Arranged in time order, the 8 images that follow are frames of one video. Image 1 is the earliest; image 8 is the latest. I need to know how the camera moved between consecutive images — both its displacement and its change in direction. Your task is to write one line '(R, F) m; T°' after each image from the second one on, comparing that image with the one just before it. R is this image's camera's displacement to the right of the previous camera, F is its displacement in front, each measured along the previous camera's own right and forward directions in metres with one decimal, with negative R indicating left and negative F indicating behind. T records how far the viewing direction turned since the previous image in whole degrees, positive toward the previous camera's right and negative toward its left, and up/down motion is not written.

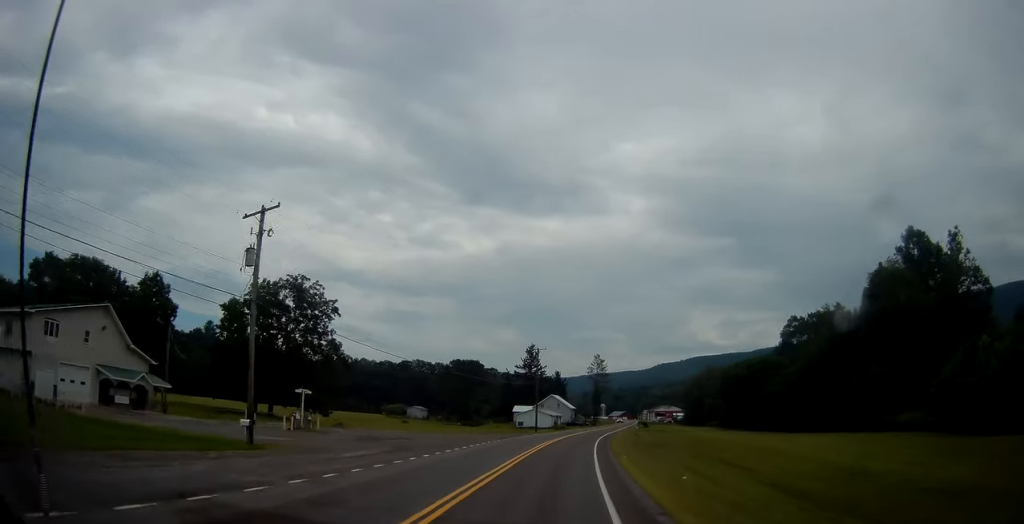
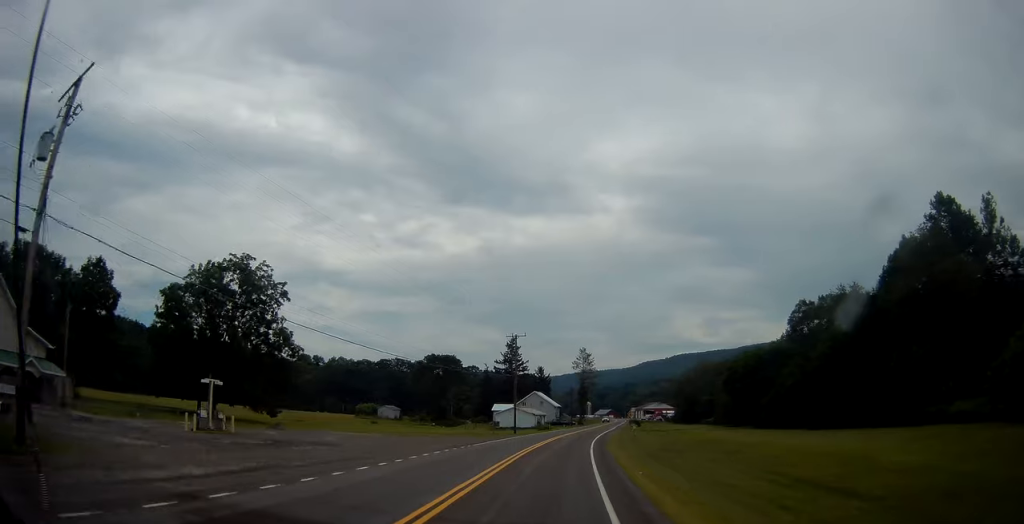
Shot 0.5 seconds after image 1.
(-0.1, +12.2) m; +2°
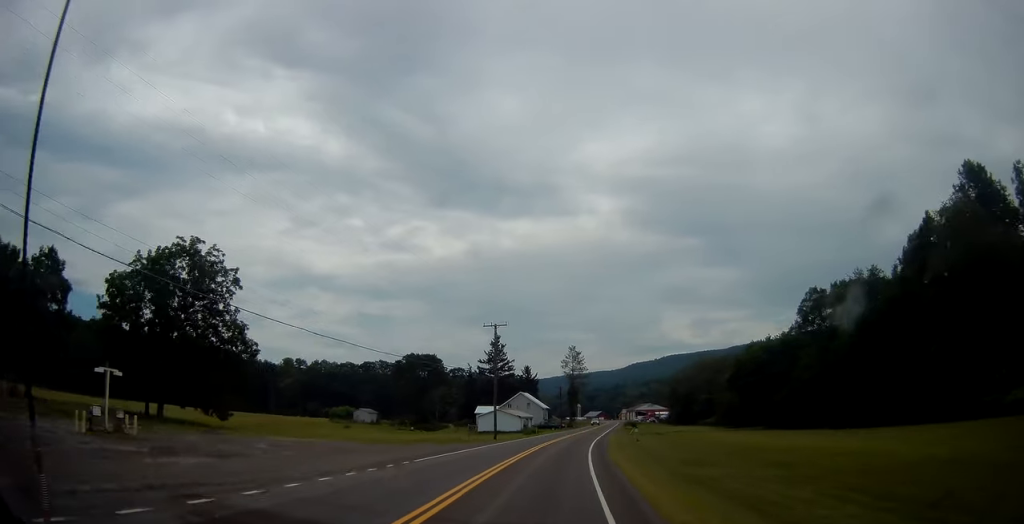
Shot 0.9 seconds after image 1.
(+0.3, +9.7) m; +1°
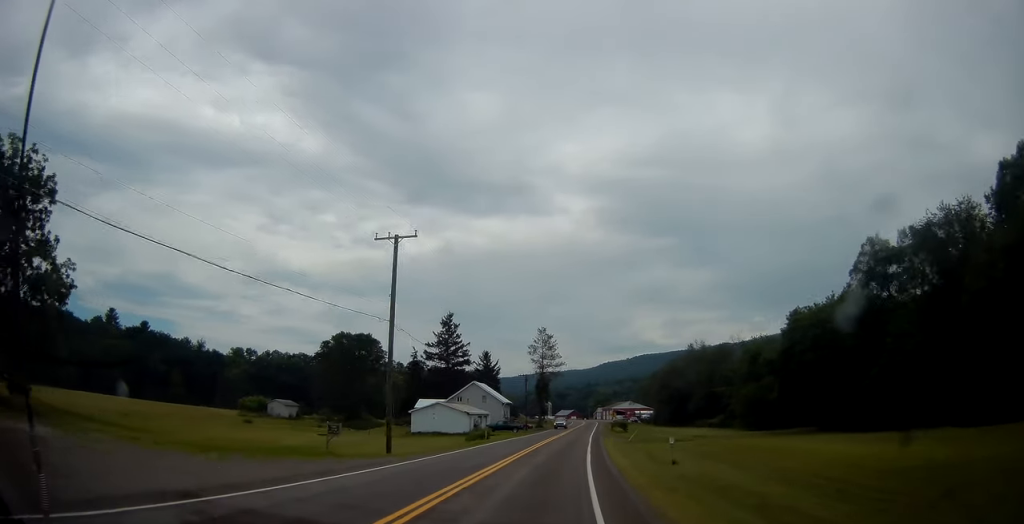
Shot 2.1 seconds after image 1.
(+1.1, +28.4) m; +3°
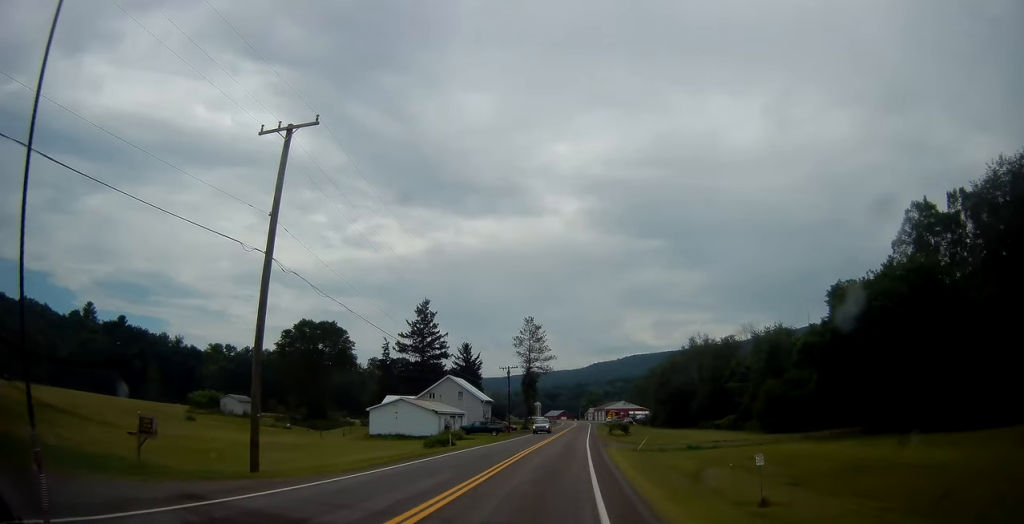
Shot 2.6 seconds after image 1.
(+0.1, +13.0) m; +1°
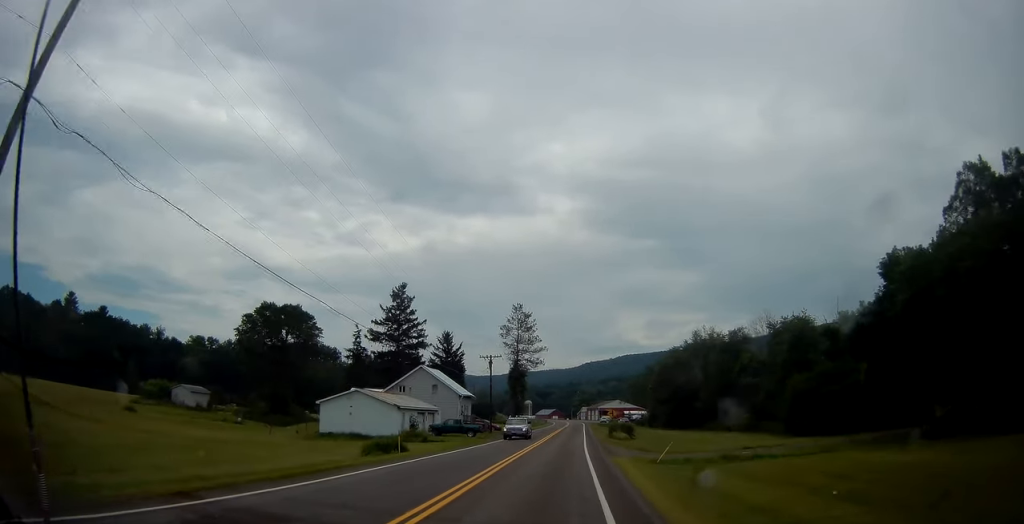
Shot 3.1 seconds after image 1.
(0.0, +11.4) m; +1°
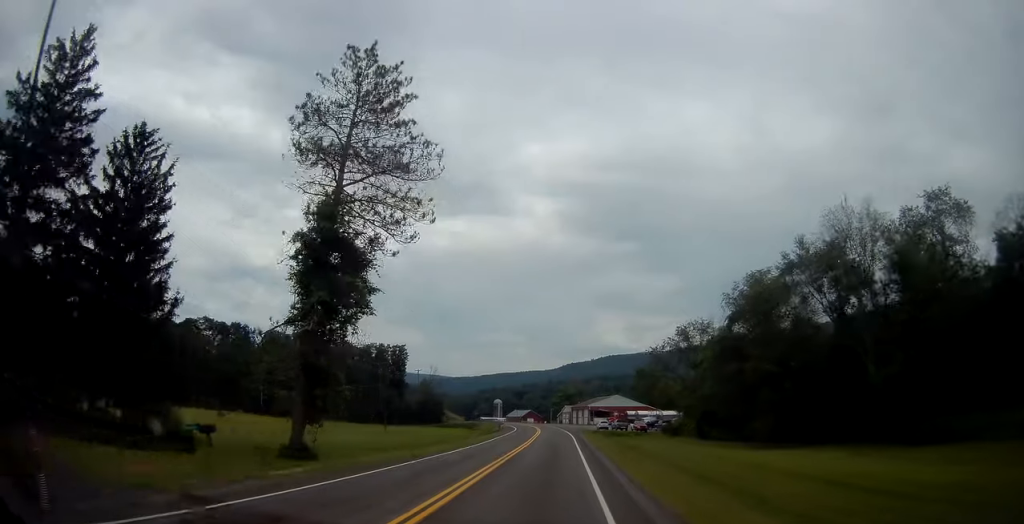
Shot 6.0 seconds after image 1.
(+1.7, +70.8) m; +1°
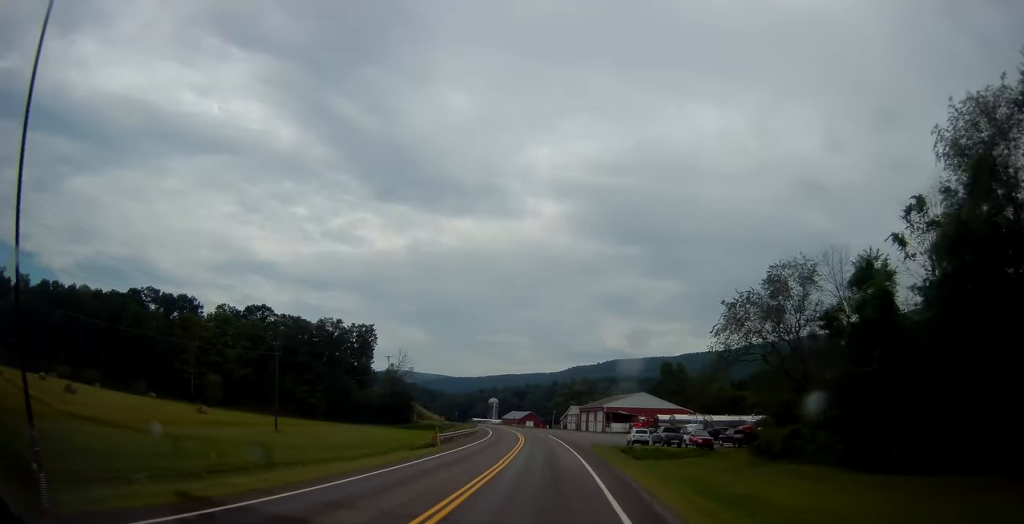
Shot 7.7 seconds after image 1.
(+0.1, +41.6) m; 0°
